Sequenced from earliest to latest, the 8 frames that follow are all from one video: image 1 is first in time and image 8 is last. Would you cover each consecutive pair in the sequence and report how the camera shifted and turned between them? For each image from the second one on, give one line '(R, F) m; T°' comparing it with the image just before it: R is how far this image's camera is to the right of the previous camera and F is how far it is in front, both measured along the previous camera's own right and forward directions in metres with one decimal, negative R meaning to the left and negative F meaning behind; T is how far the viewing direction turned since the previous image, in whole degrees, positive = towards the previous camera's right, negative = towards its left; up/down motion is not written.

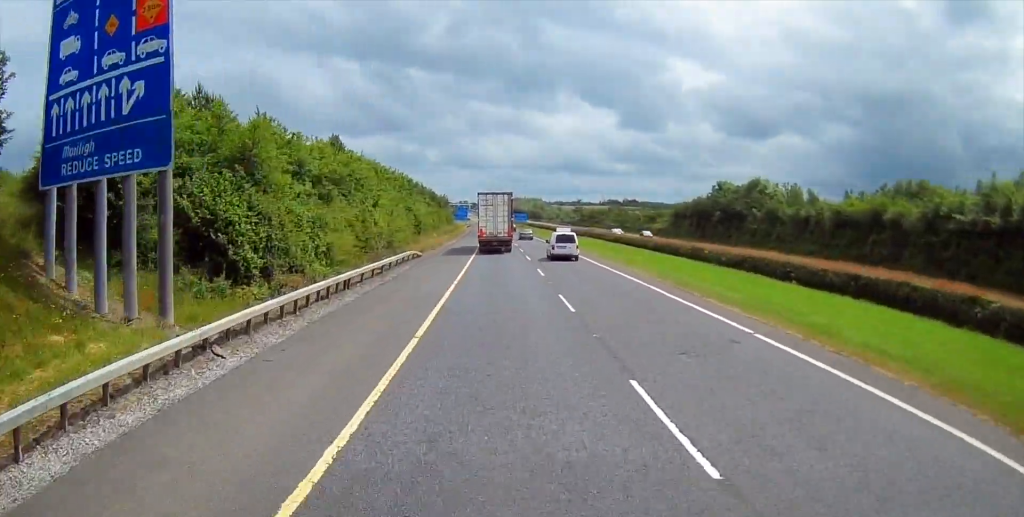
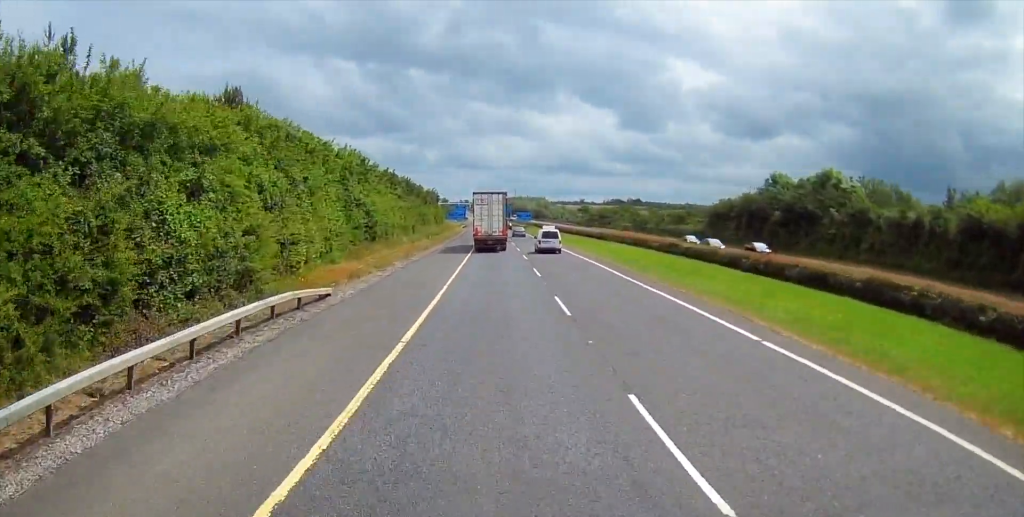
(+0.1, +24.7) m; -1°
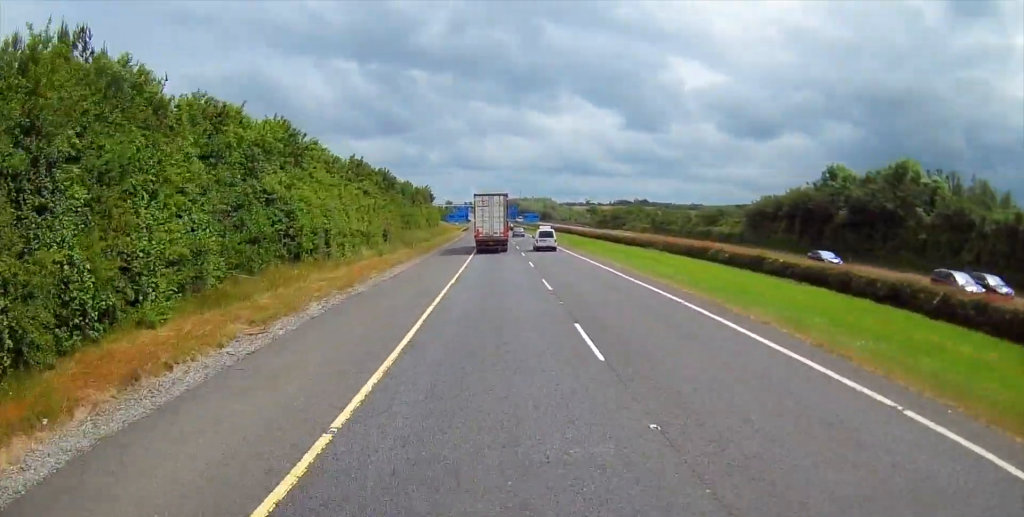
(-0.3, +17.4) m; 0°
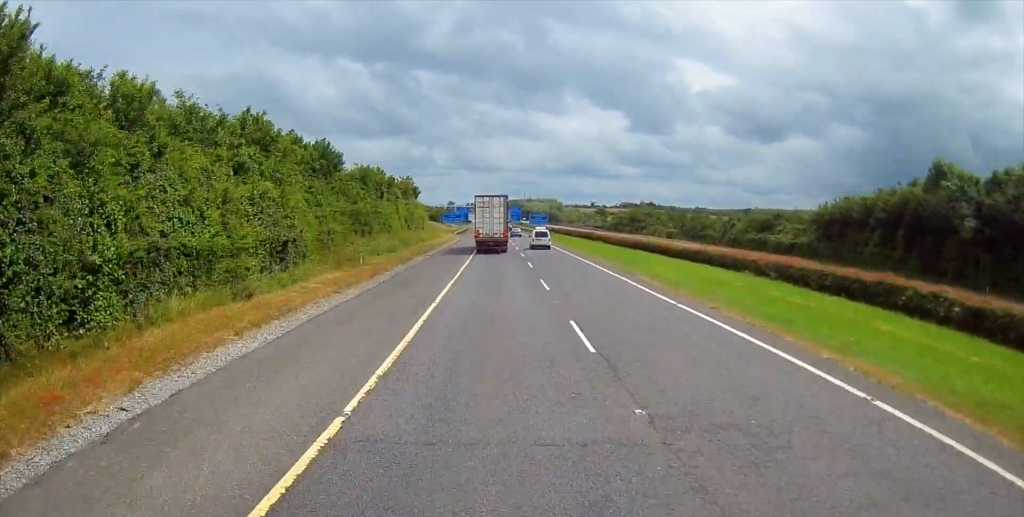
(+0.1, +22.9) m; +1°
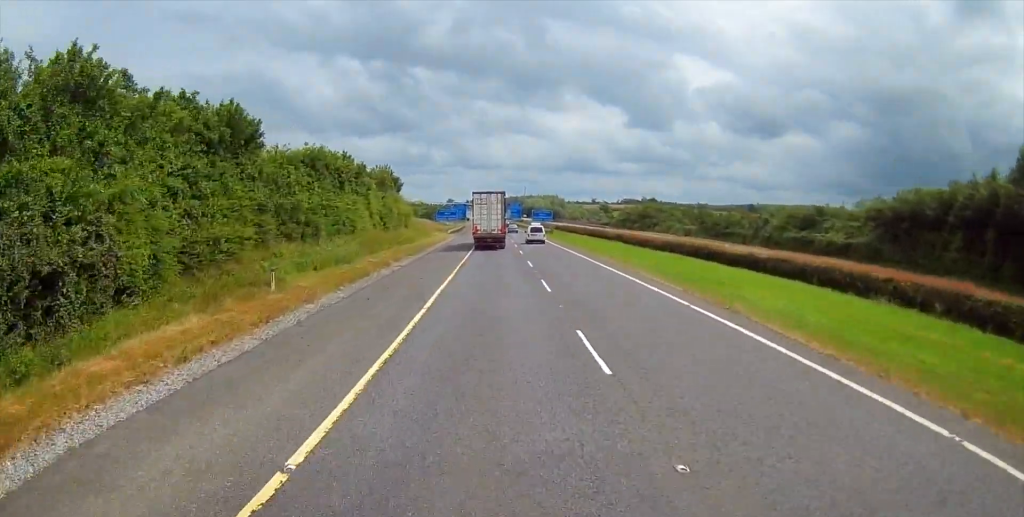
(+0.2, +14.3) m; 0°
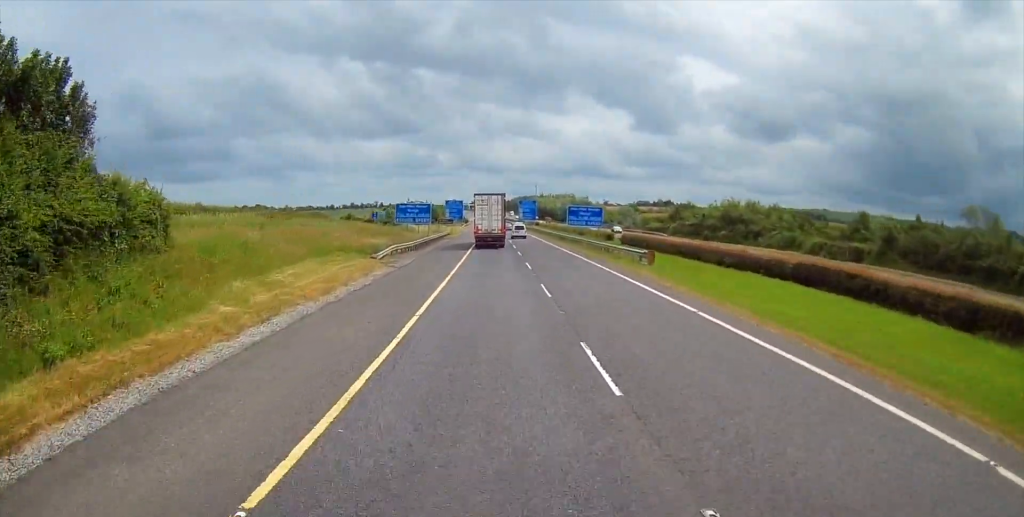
(-1.5, +61.3) m; -1°
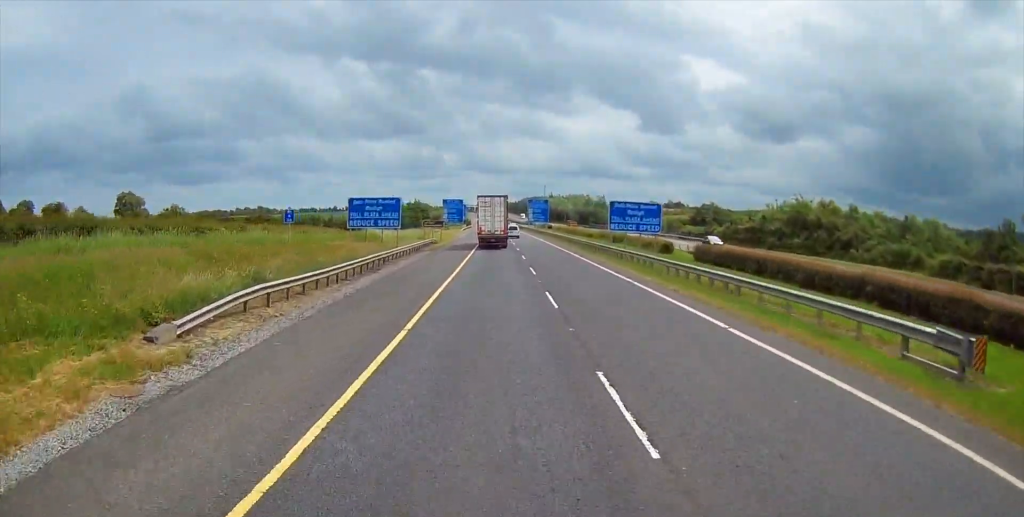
(+0.3, +26.6) m; 0°
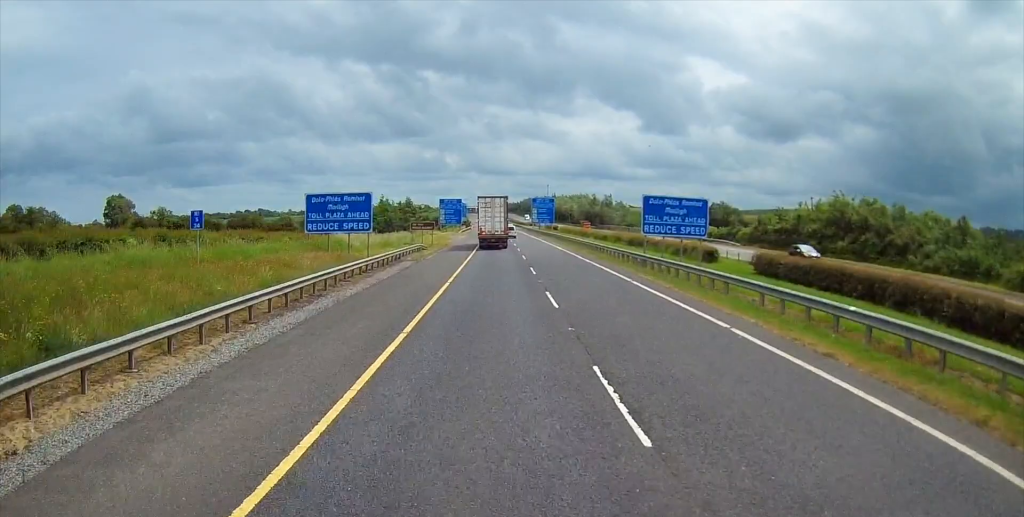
(-0.1, +11.6) m; 0°
